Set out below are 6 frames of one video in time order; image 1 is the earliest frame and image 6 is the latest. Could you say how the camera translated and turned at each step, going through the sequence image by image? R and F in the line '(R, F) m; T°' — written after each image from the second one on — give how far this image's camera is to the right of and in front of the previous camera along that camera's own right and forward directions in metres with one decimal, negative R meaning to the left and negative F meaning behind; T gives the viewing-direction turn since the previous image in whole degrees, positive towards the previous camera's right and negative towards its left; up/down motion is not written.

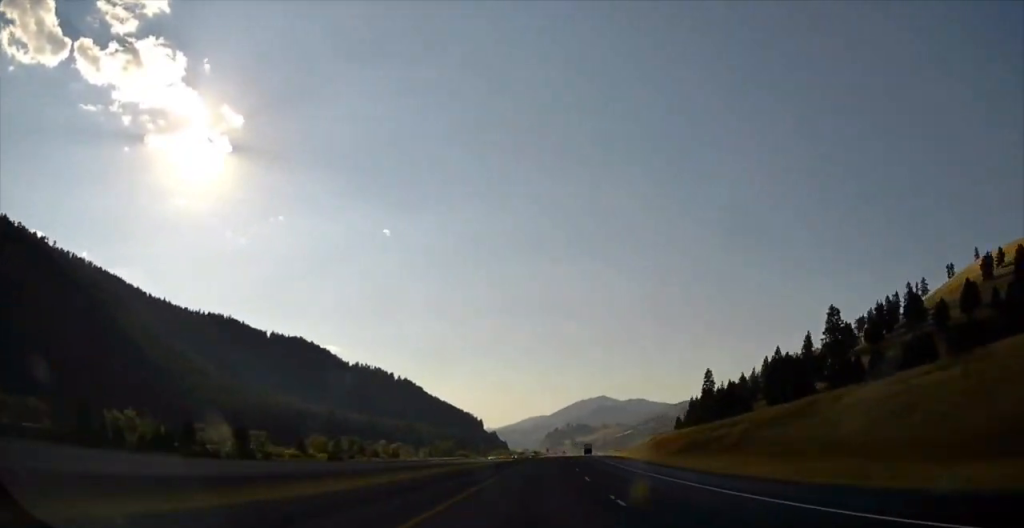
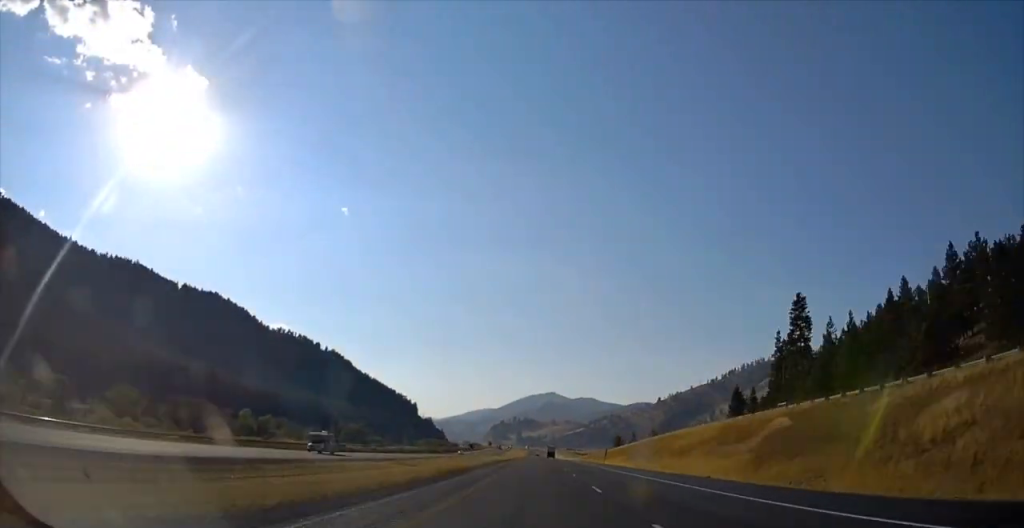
(+11.2, +166.3) m; +3°
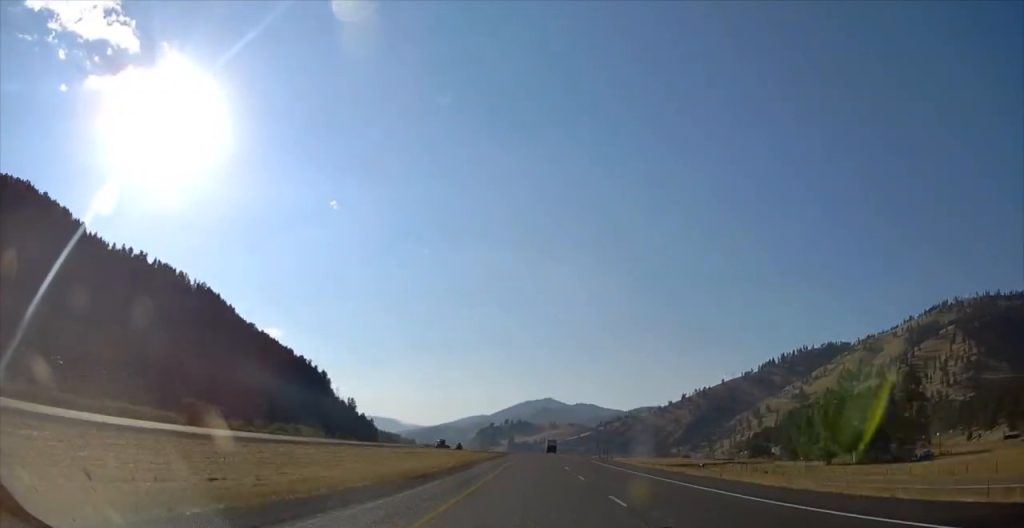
(+12.0, +447.1) m; +1°
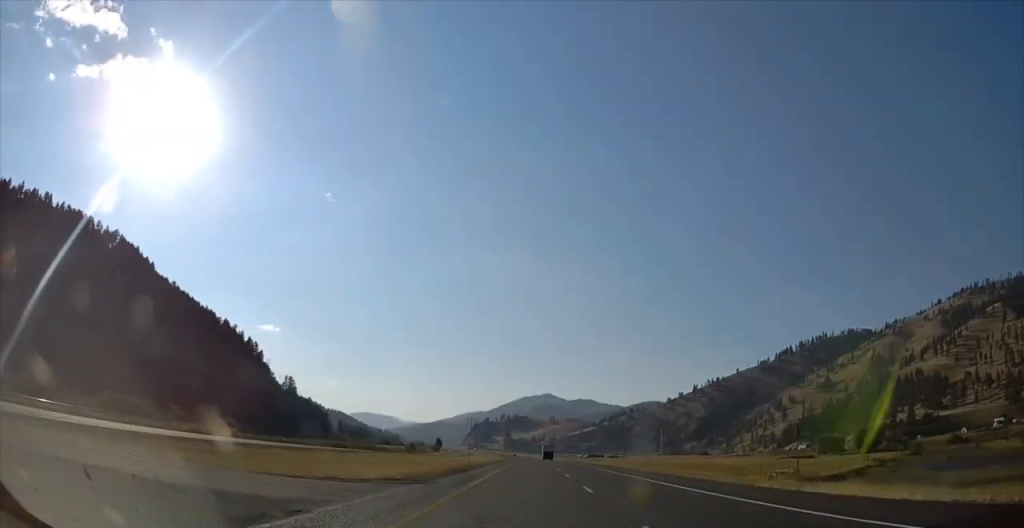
(+0.2, +164.9) m; -1°
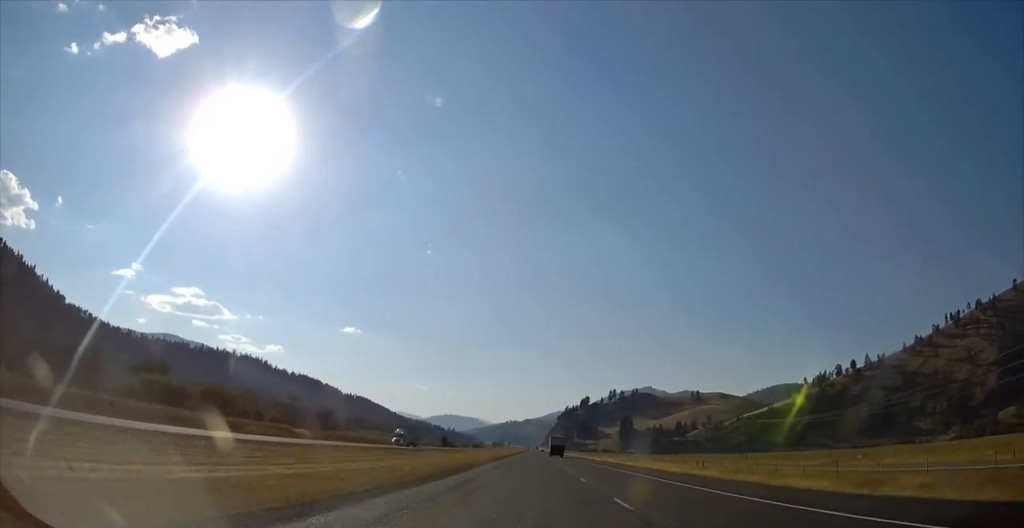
(-60.0, +844.7) m; -6°
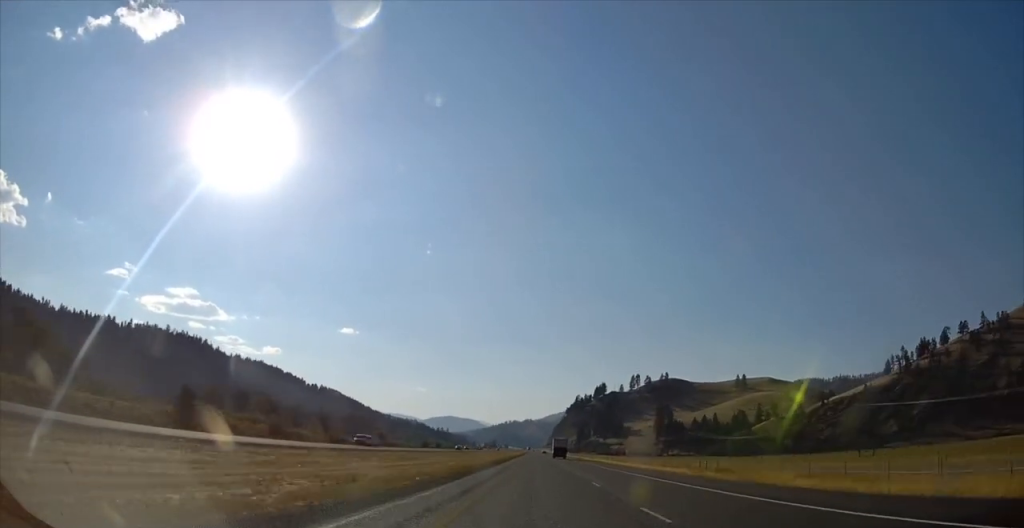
(-0.2, +269.4) m; 0°
